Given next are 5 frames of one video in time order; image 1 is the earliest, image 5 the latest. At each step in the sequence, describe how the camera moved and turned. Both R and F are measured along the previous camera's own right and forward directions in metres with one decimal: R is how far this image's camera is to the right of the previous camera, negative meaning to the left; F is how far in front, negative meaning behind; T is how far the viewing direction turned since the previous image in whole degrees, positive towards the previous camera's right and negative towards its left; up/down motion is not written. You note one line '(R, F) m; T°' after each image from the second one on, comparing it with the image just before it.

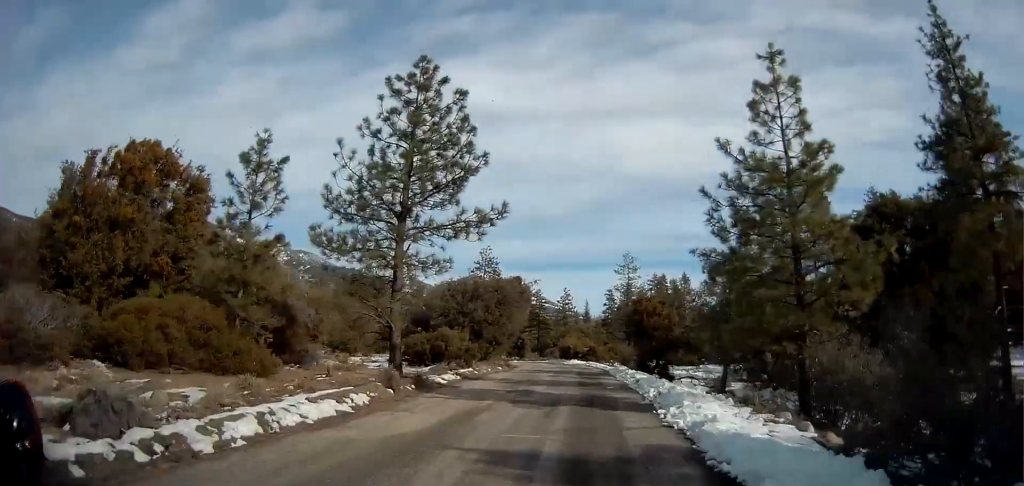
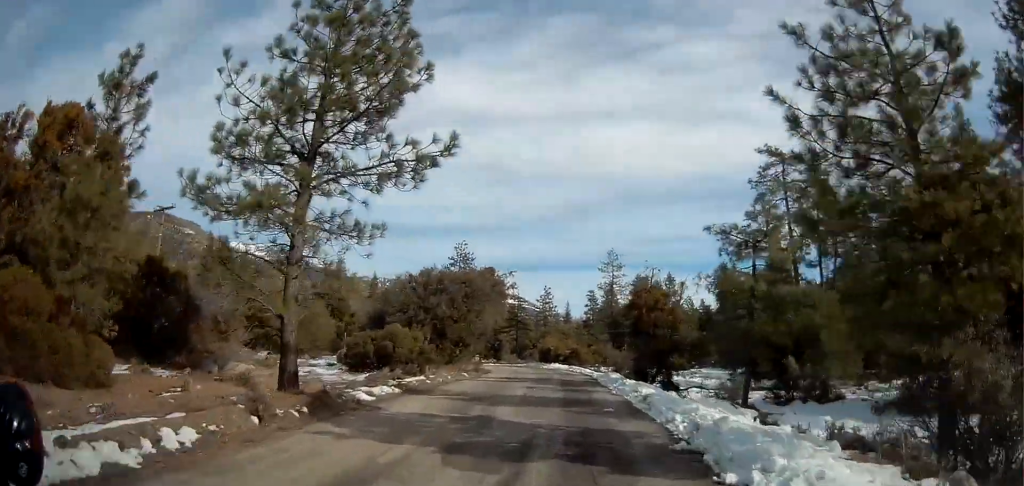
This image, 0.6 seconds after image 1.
(-0.1, +7.6) m; +1°
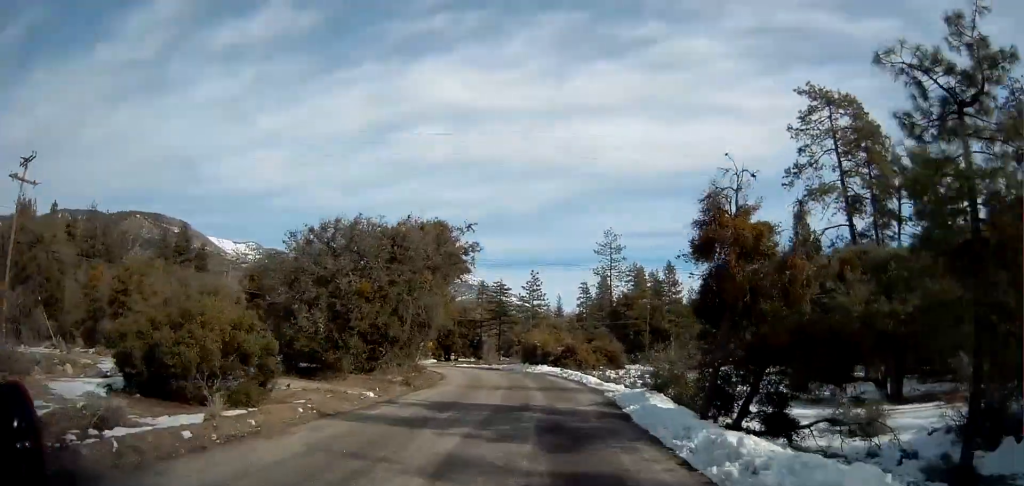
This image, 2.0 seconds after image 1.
(+0.7, +16.9) m; +2°
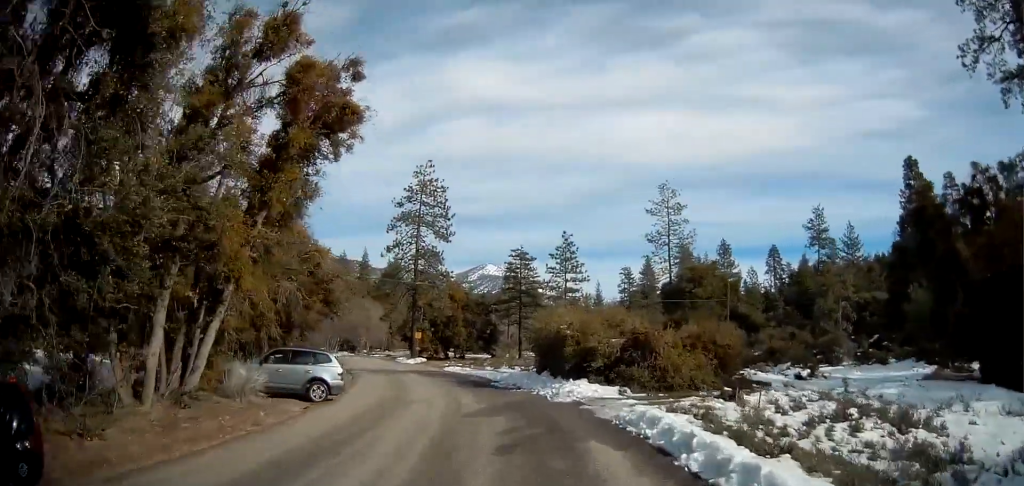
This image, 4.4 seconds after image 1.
(-0.7, +27.0) m; -6°
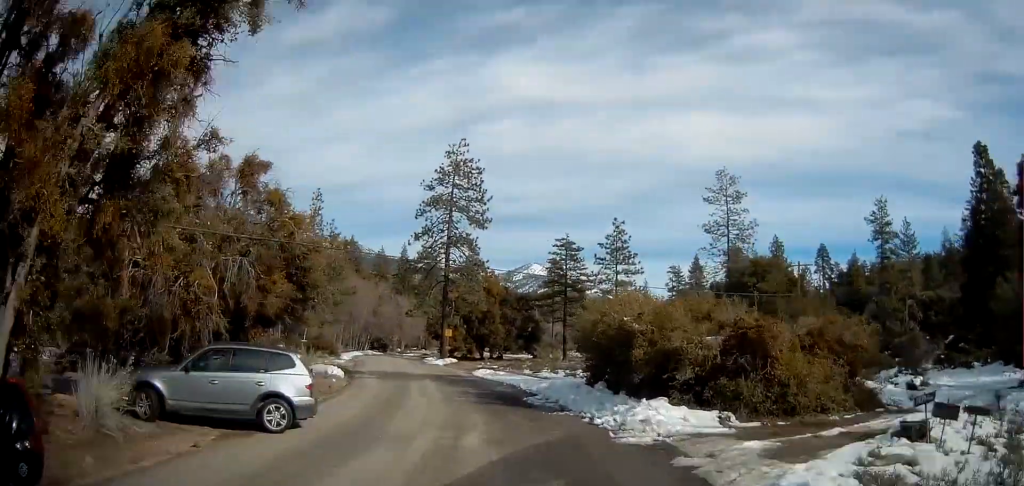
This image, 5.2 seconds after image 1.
(-0.2, +7.4) m; -3°
